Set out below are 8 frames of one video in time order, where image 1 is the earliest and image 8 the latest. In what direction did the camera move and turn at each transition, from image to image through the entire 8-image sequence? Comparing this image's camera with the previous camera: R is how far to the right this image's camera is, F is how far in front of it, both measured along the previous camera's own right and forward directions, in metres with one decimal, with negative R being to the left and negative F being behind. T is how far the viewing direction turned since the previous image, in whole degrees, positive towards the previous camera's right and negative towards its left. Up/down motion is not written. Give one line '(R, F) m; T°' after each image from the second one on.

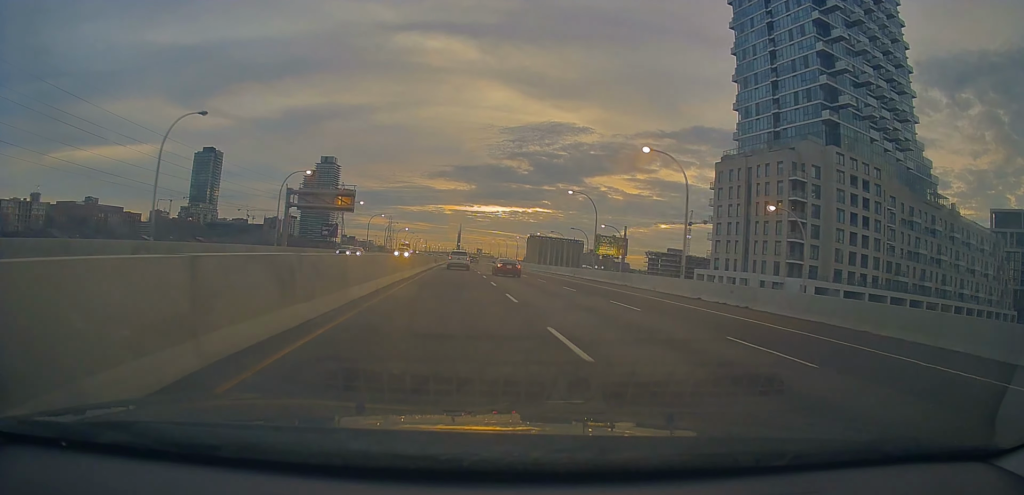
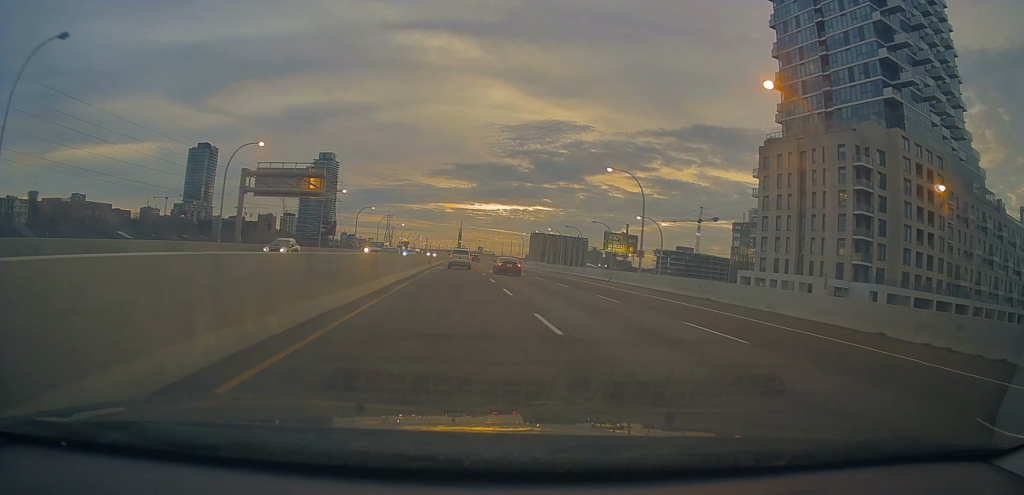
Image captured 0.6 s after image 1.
(+0.3, +15.5) m; 0°
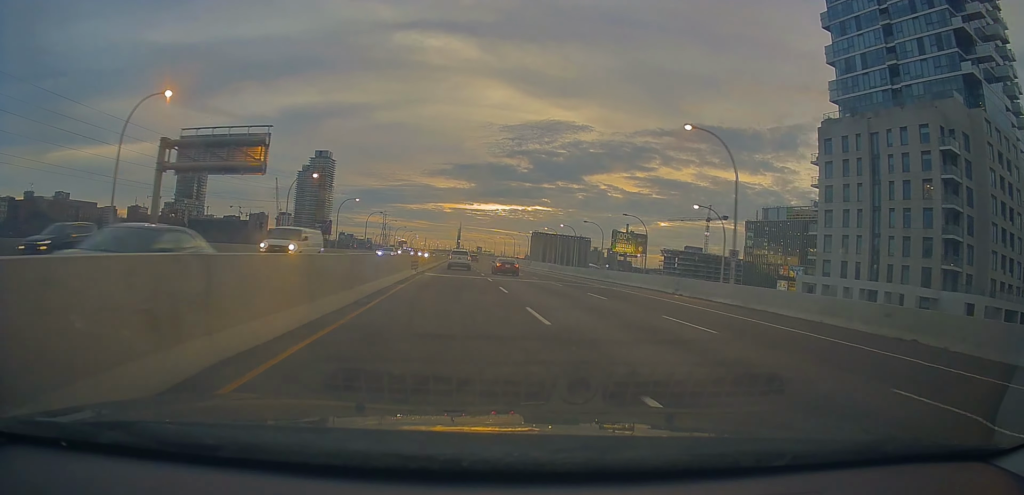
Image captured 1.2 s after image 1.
(+0.3, +16.4) m; -1°
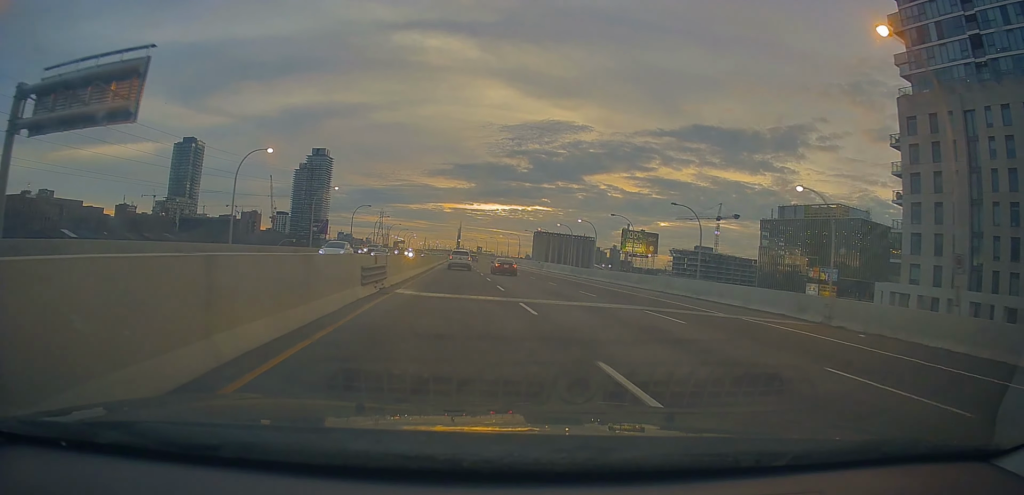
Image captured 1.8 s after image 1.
(-0.7, +16.2) m; 0°
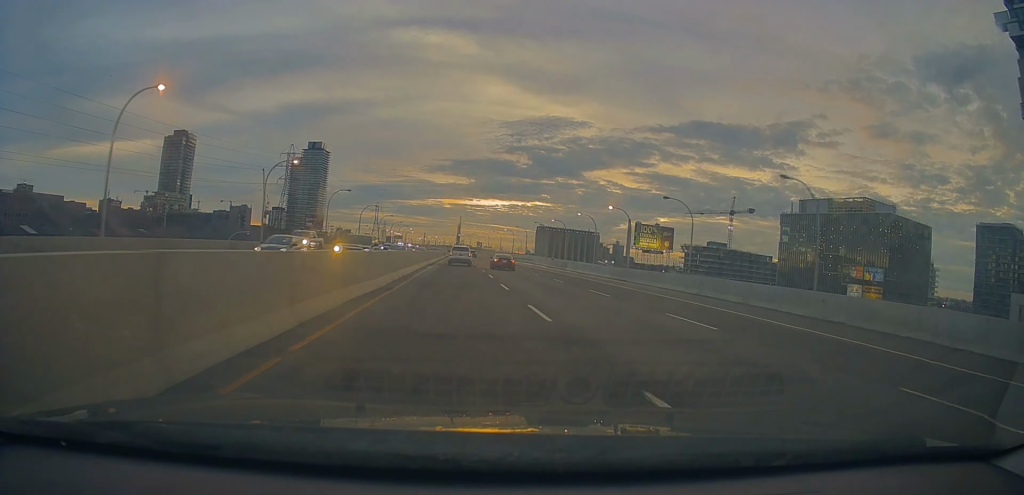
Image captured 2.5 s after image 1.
(+0.2, +19.7) m; 0°
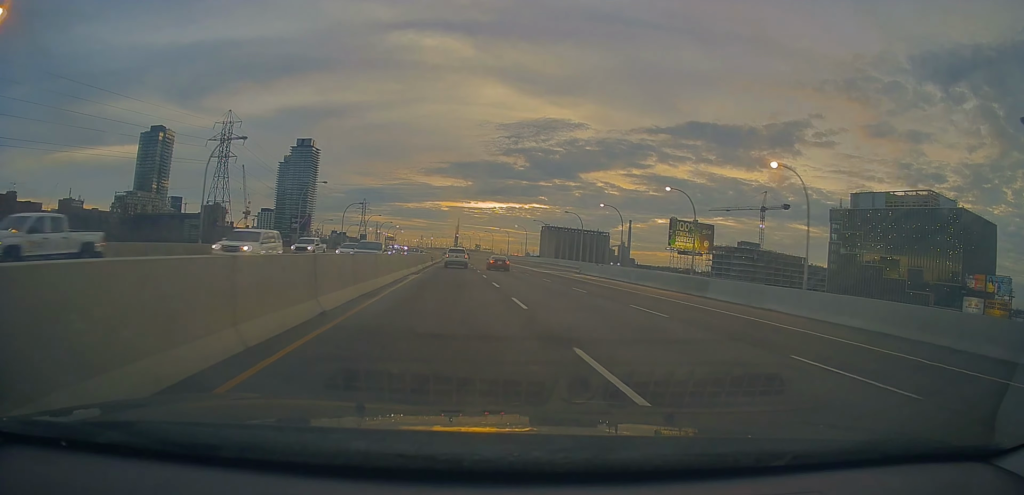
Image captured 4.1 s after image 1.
(+0.2, +42.0) m; 0°
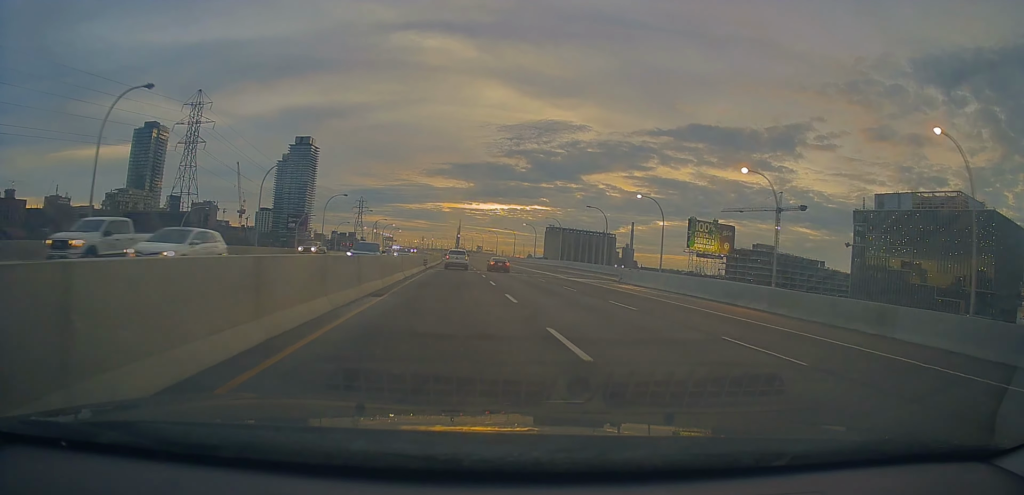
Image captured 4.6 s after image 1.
(0.0, +15.2) m; +1°
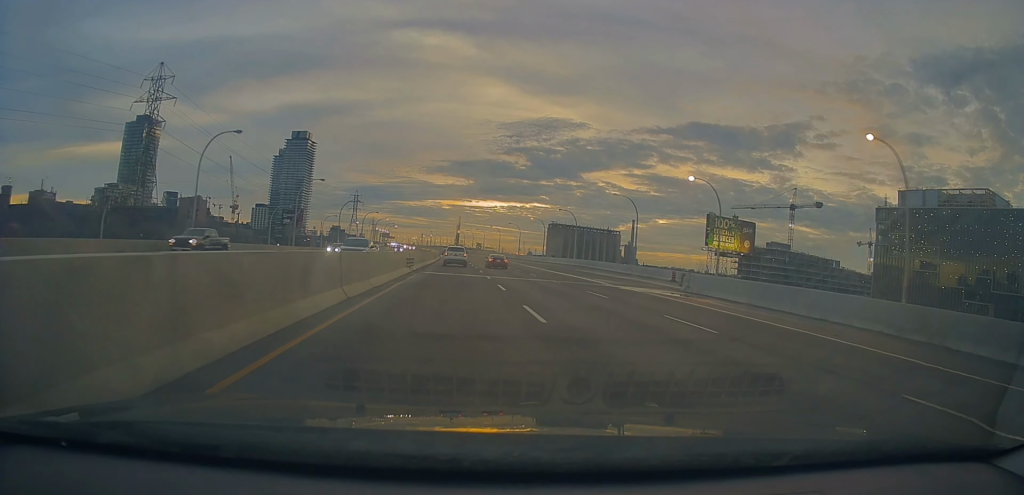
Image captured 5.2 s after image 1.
(0.0, +14.3) m; 0°
